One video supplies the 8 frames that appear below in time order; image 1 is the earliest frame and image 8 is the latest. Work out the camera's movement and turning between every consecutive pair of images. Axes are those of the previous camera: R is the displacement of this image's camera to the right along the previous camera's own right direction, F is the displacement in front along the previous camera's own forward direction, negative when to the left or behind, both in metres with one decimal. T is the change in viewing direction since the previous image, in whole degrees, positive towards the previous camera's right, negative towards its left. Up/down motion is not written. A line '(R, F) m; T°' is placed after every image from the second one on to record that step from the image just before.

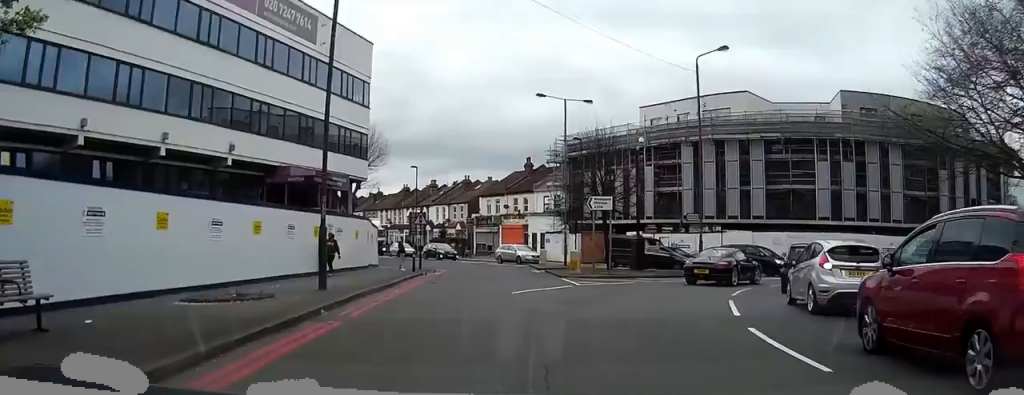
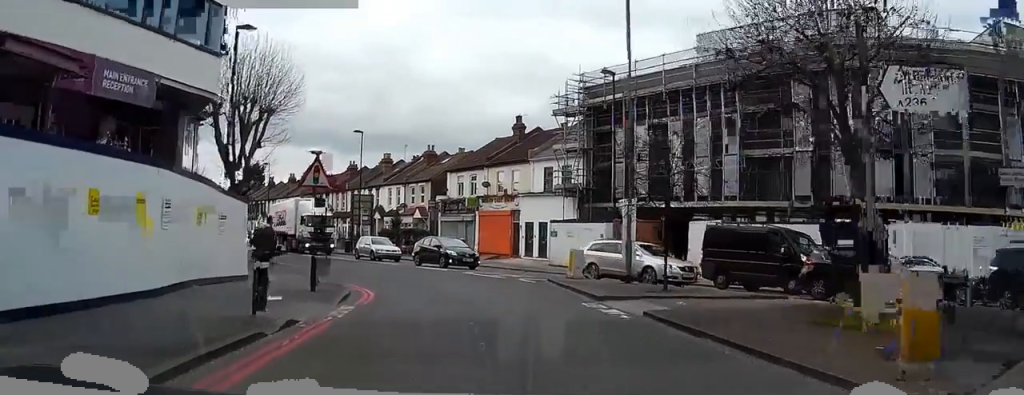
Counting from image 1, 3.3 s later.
(+0.6, +24.5) m; 0°
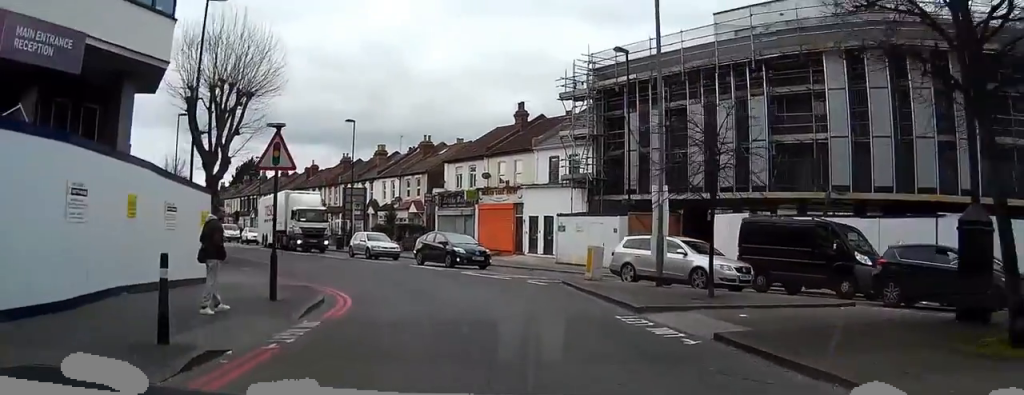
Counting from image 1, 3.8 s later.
(-0.1, +3.3) m; -1°
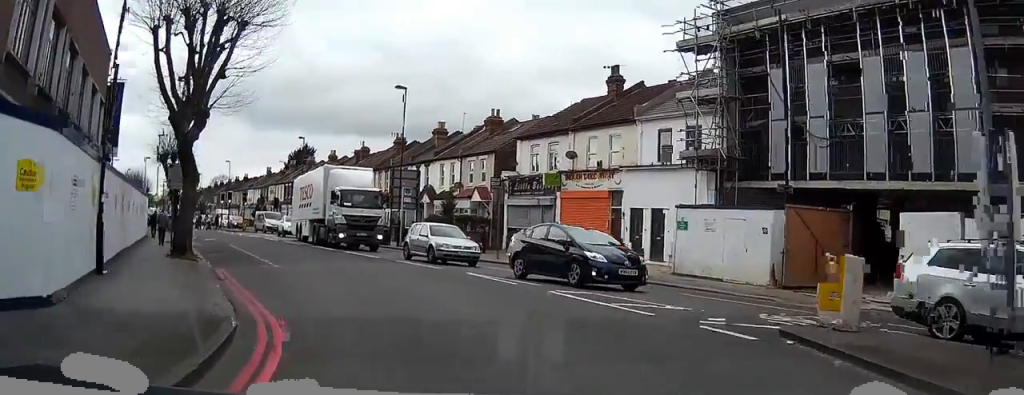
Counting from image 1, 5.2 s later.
(-0.2, +10.7) m; -1°
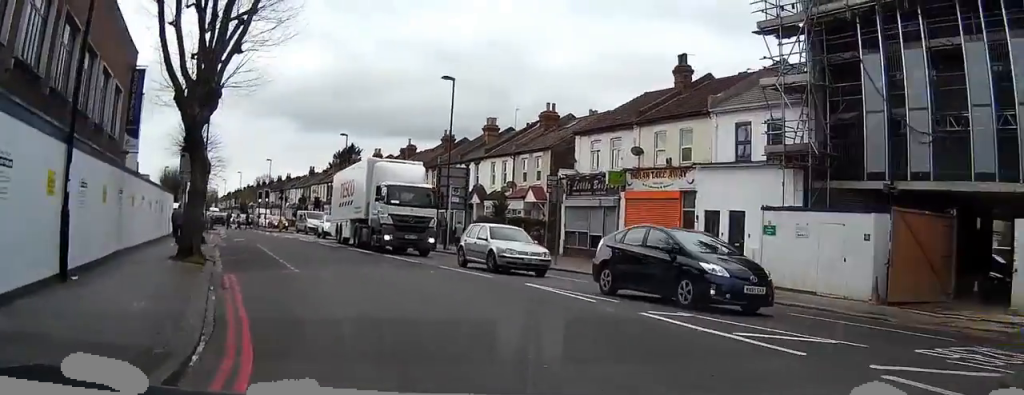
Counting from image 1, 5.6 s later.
(0.0, +3.4) m; -3°
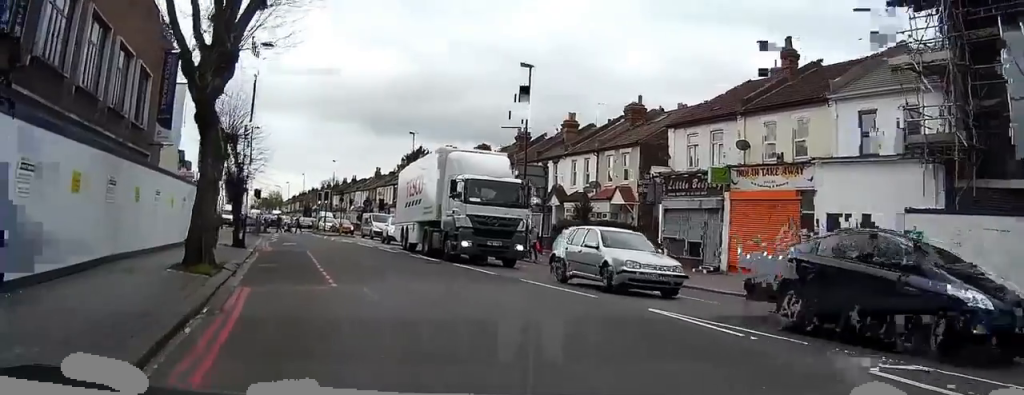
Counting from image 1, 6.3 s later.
(+0.2, +5.0) m; -5°
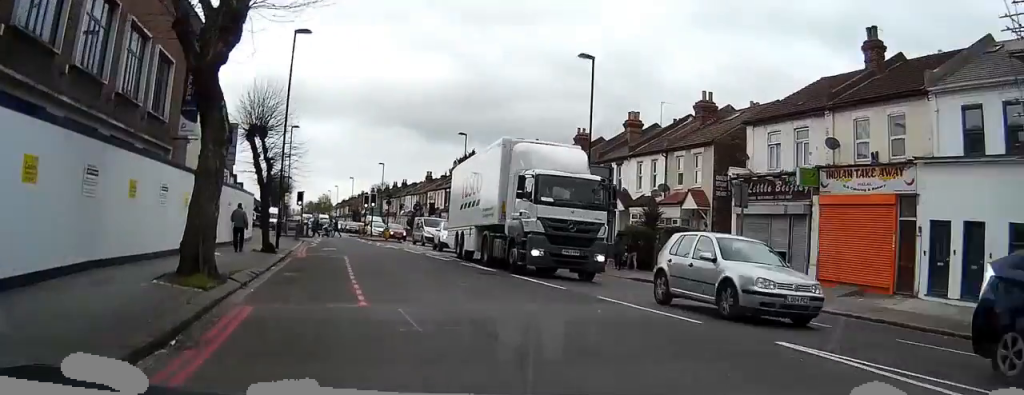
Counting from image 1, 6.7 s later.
(-0.4, +3.0) m; -4°
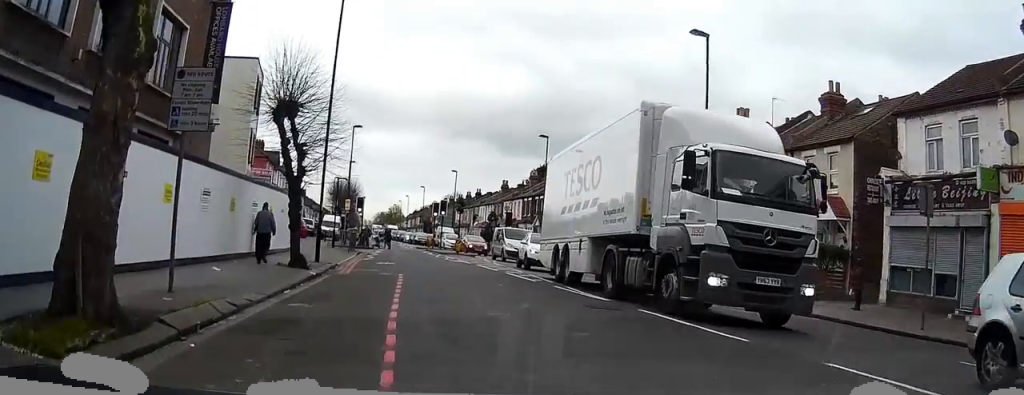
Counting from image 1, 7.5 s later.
(-0.5, +6.1) m; -8°
